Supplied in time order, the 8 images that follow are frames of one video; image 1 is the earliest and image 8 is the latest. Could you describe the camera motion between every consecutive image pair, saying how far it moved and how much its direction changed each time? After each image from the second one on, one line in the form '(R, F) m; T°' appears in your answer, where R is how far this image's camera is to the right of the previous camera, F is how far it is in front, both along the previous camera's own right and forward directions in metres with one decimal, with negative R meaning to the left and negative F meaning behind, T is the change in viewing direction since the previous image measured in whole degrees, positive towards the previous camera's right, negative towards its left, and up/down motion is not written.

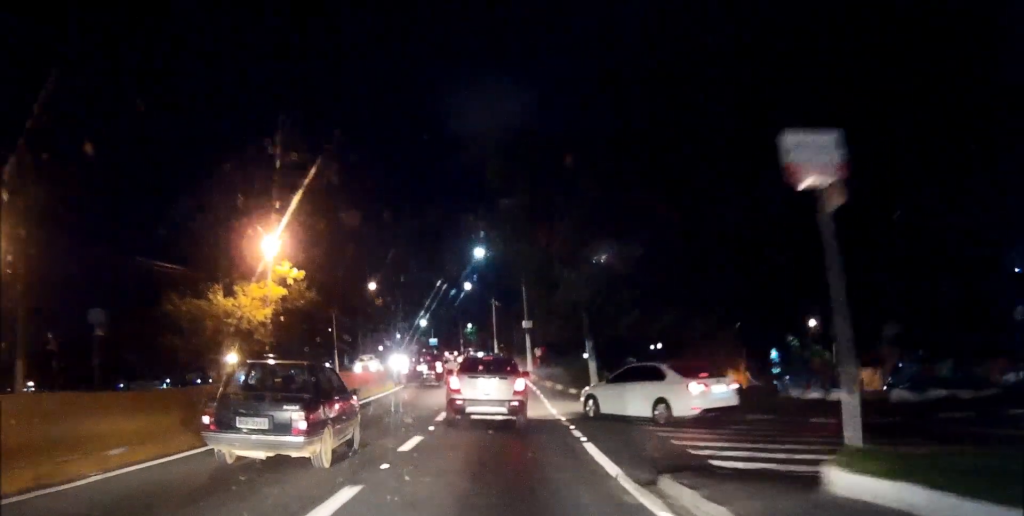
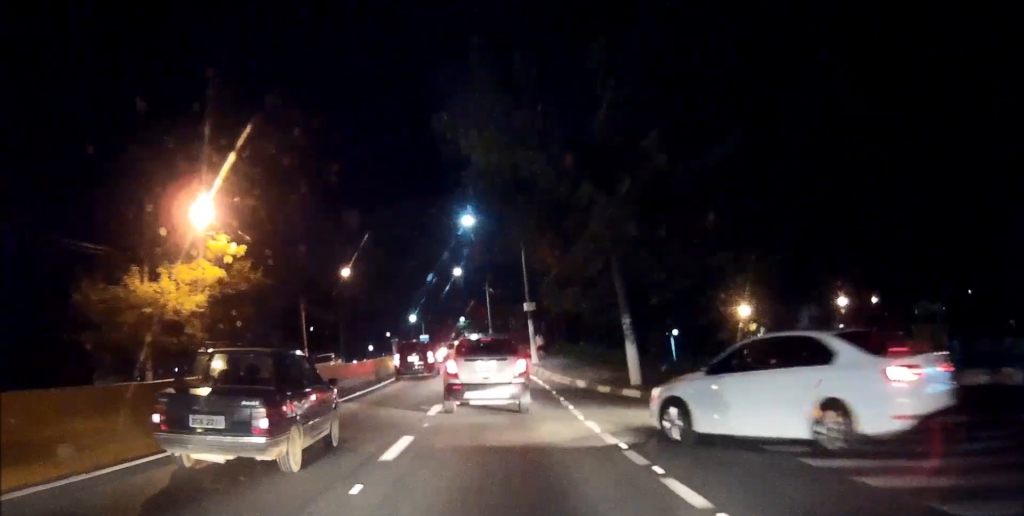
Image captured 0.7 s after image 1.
(0.0, +8.9) m; 0°
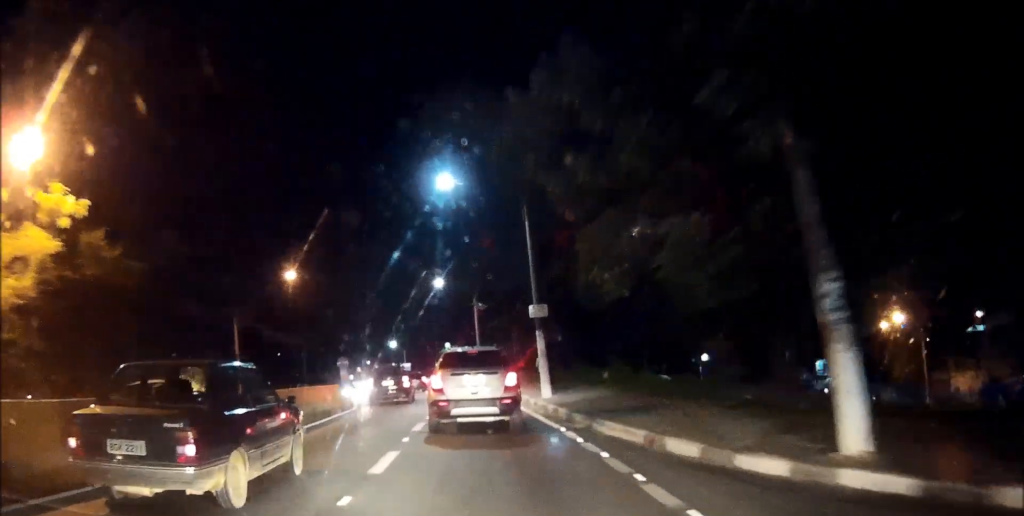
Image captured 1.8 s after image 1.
(+0.1, +12.8) m; +1°
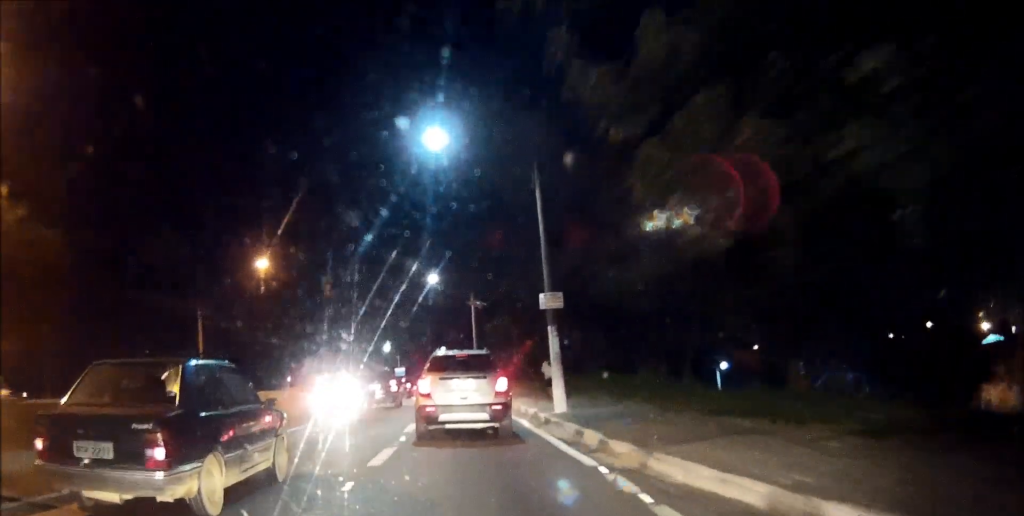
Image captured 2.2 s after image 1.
(0.0, +5.2) m; +1°
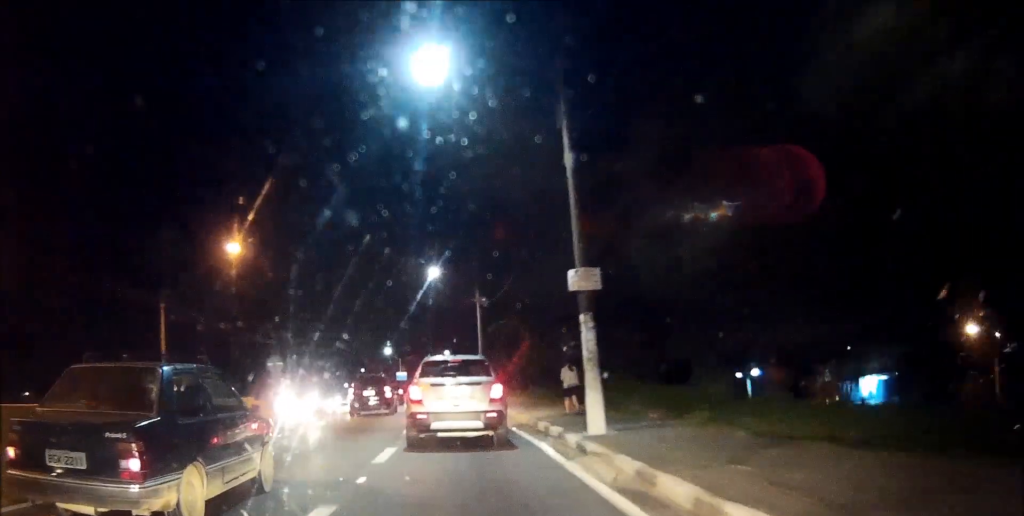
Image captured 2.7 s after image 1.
(+0.1, +5.2) m; 0°
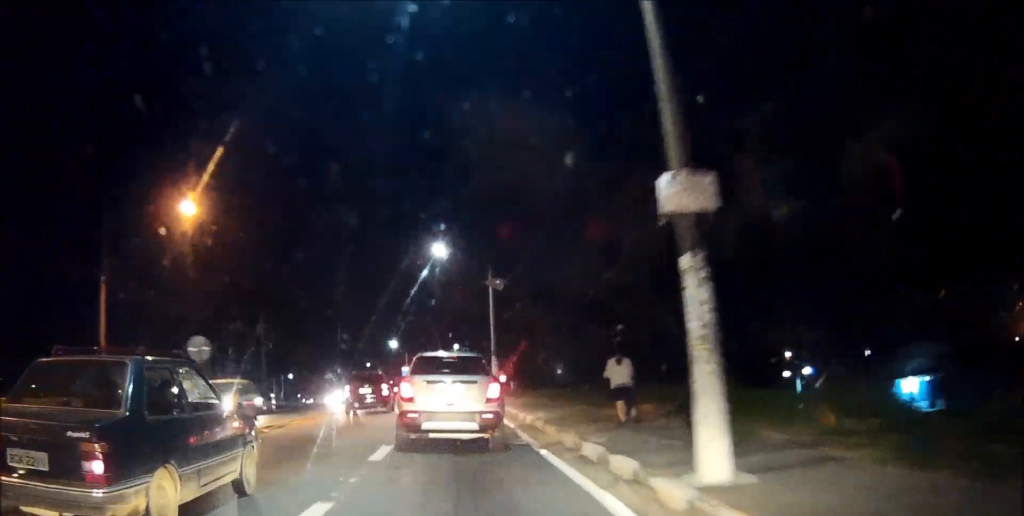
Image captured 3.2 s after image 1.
(+0.2, +6.4) m; -1°
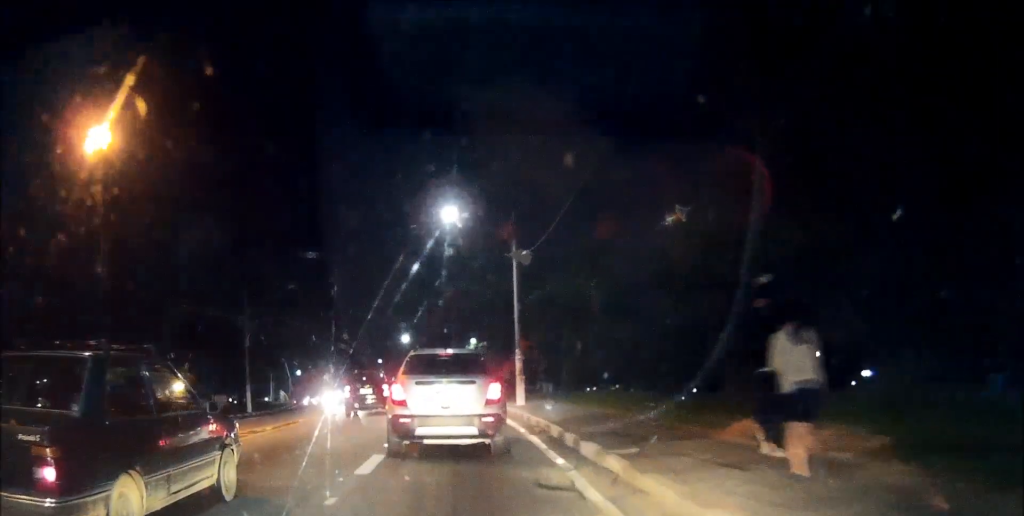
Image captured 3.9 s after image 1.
(-0.2, +7.9) m; -1°
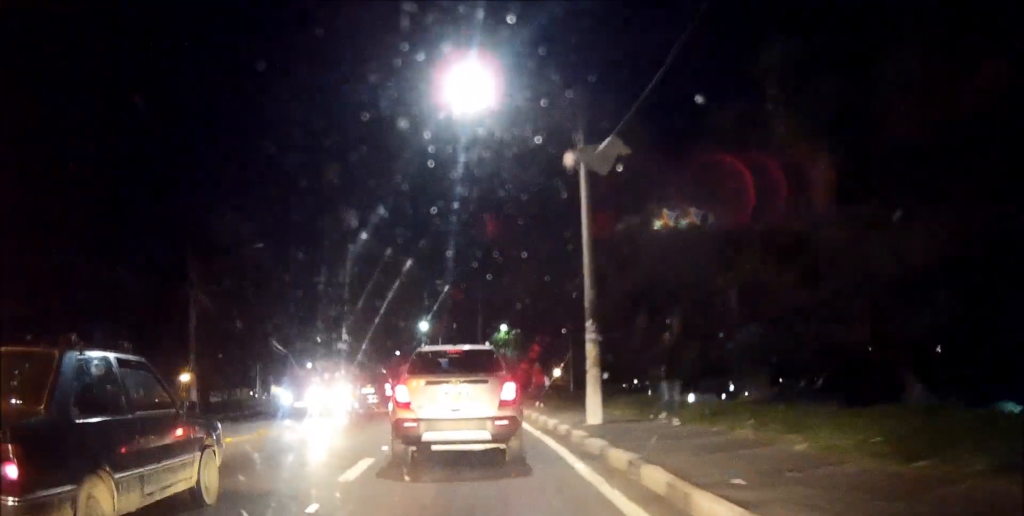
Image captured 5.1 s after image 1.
(-0.3, +13.4) m; -1°
